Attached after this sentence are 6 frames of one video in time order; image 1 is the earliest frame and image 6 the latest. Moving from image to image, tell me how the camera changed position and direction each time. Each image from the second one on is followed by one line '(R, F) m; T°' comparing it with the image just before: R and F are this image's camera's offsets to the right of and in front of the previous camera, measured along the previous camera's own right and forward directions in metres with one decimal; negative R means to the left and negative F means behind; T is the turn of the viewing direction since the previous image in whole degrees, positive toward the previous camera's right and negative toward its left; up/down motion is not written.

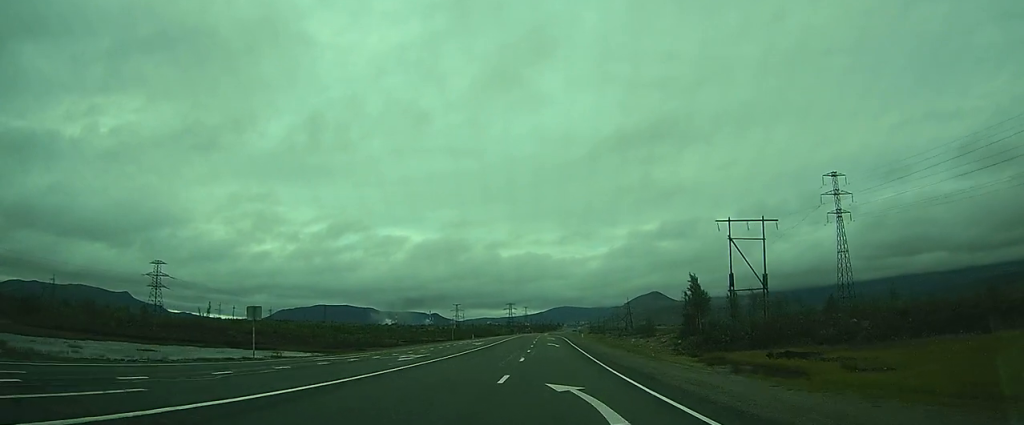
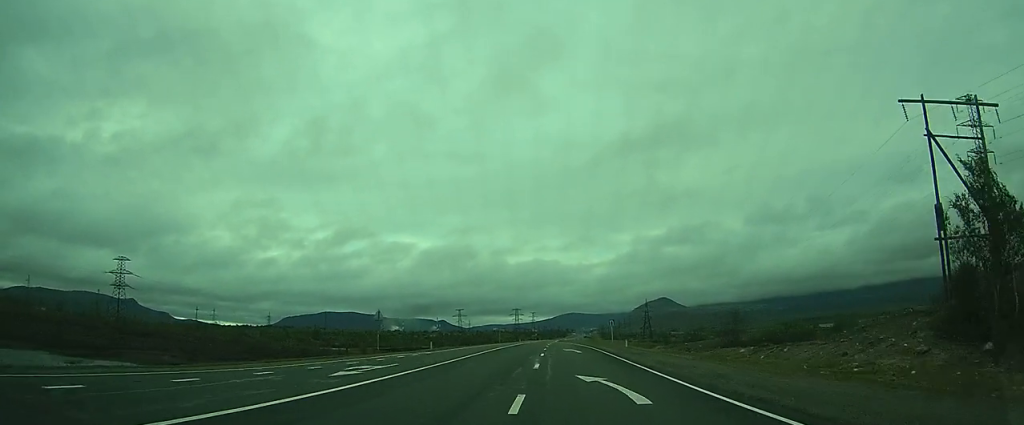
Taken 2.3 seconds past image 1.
(+1.7, +42.2) m; +4°
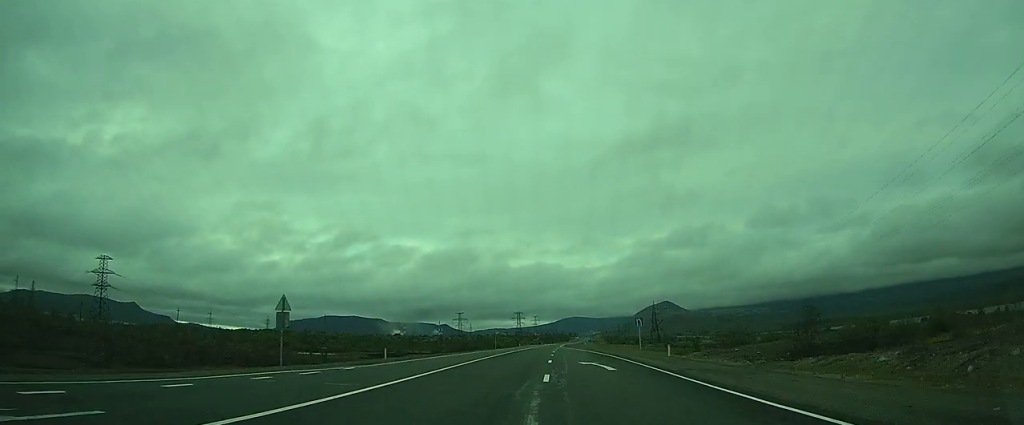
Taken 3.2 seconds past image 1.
(0.0, +16.3) m; 0°
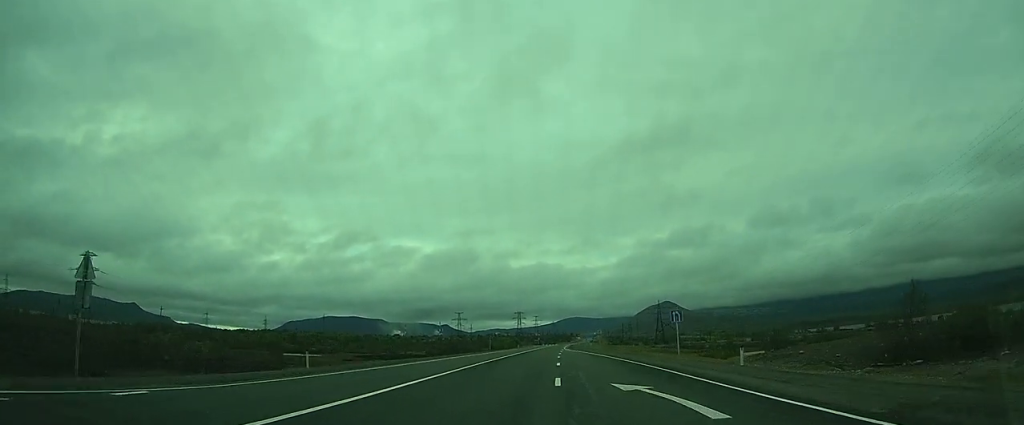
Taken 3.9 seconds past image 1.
(0.0, +12.7) m; 0°
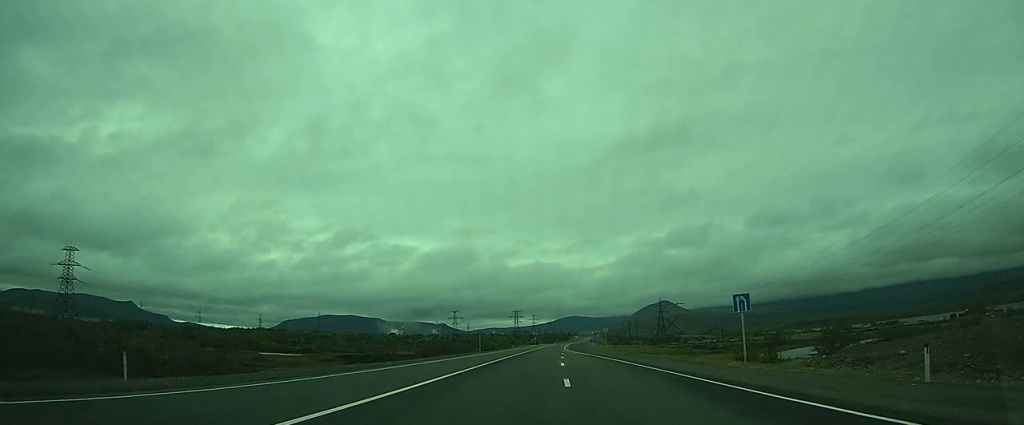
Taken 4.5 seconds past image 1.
(-0.1, +11.5) m; 0°
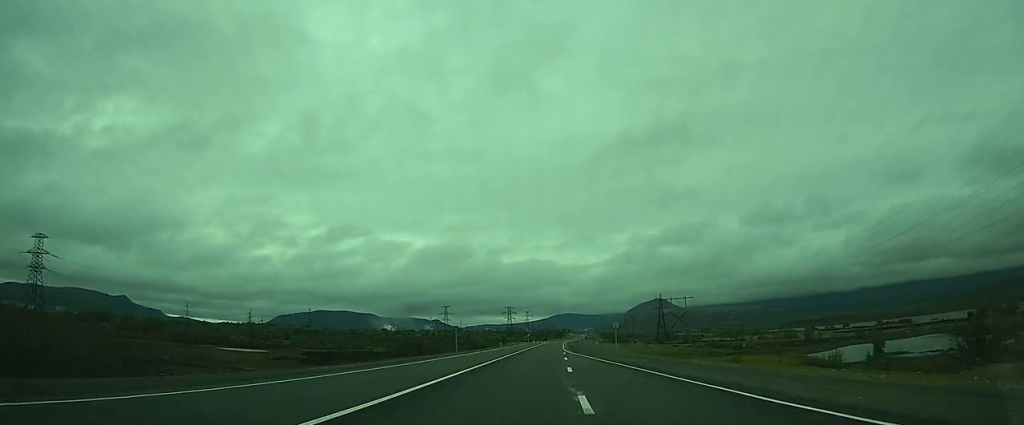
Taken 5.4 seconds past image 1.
(0.0, +17.3) m; 0°
